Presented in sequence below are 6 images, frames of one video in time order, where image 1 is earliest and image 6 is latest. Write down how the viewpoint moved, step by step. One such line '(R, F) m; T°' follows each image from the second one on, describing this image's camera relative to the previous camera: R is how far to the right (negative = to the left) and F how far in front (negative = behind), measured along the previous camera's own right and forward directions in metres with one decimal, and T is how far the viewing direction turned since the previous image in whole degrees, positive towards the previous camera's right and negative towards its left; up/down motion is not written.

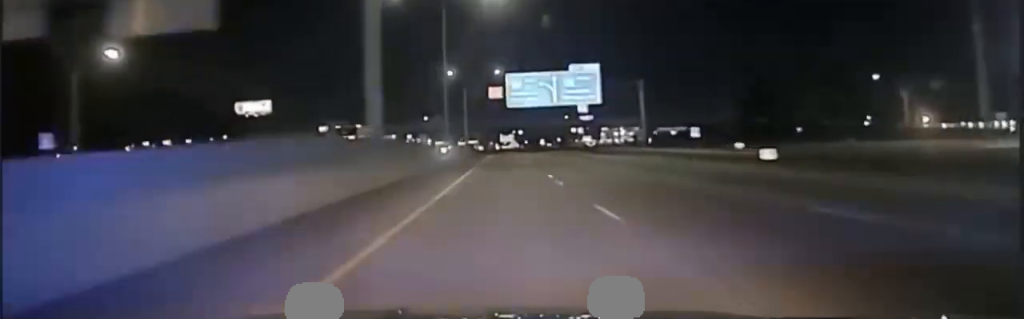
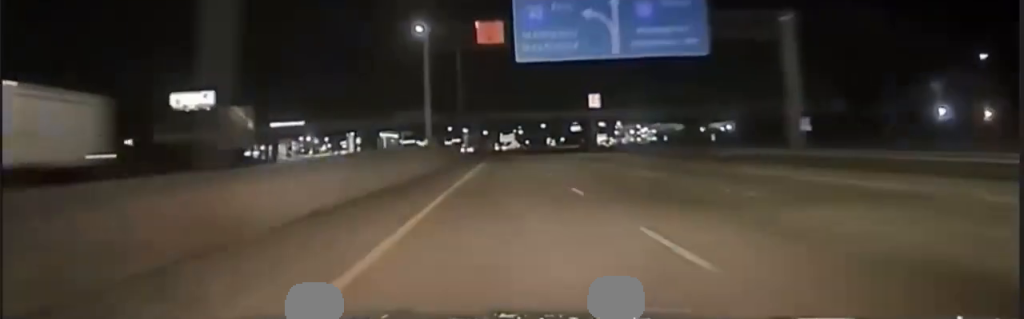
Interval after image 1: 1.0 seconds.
(+0.2, +54.8) m; 0°
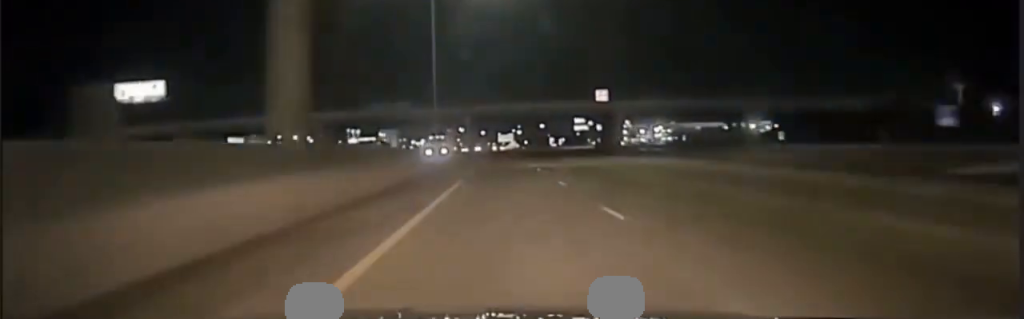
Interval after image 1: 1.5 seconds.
(+0.1, +36.5) m; 0°
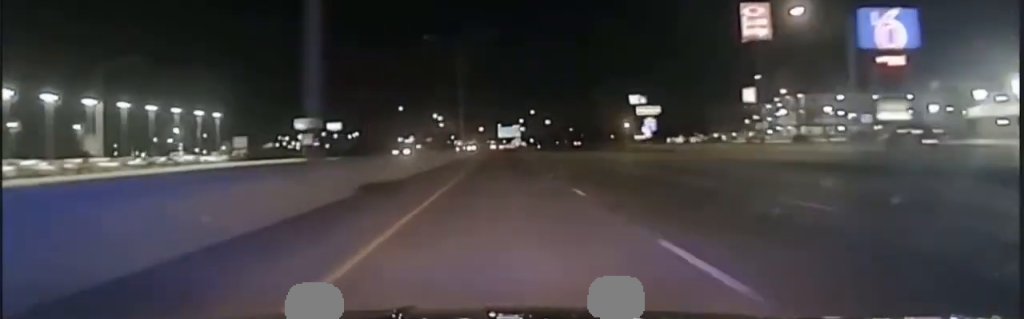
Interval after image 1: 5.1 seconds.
(-0.6, +208.6) m; 0°
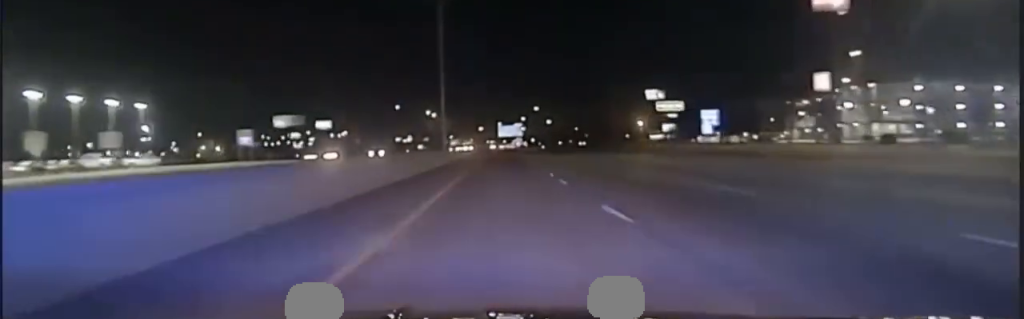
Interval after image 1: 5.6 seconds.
(0.0, +26.7) m; 0°
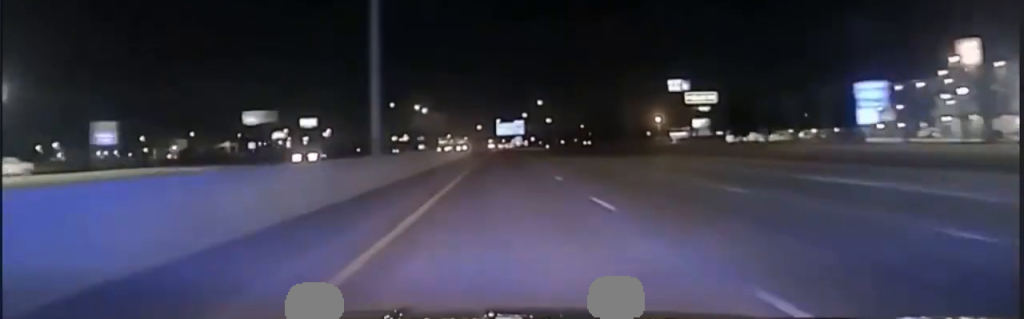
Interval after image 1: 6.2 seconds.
(0.0, +30.1) m; 0°
